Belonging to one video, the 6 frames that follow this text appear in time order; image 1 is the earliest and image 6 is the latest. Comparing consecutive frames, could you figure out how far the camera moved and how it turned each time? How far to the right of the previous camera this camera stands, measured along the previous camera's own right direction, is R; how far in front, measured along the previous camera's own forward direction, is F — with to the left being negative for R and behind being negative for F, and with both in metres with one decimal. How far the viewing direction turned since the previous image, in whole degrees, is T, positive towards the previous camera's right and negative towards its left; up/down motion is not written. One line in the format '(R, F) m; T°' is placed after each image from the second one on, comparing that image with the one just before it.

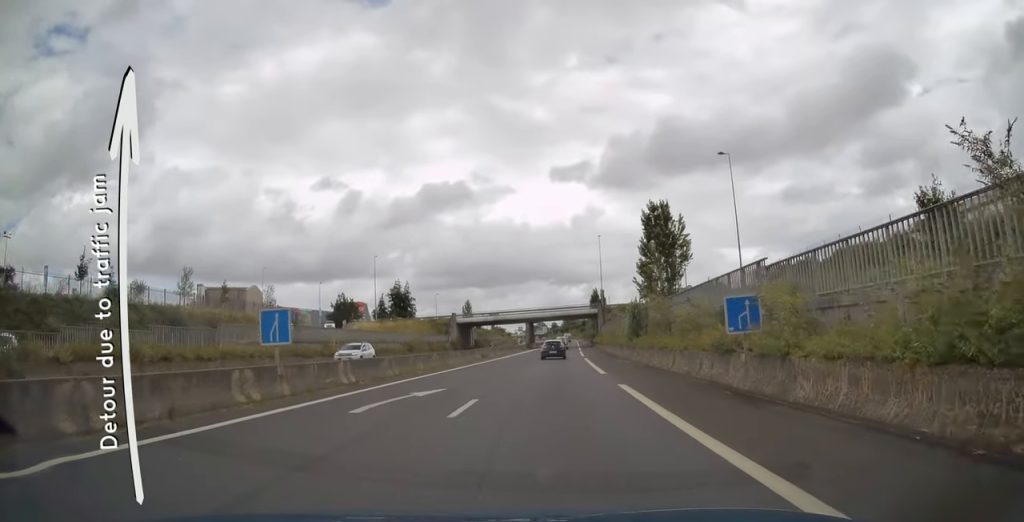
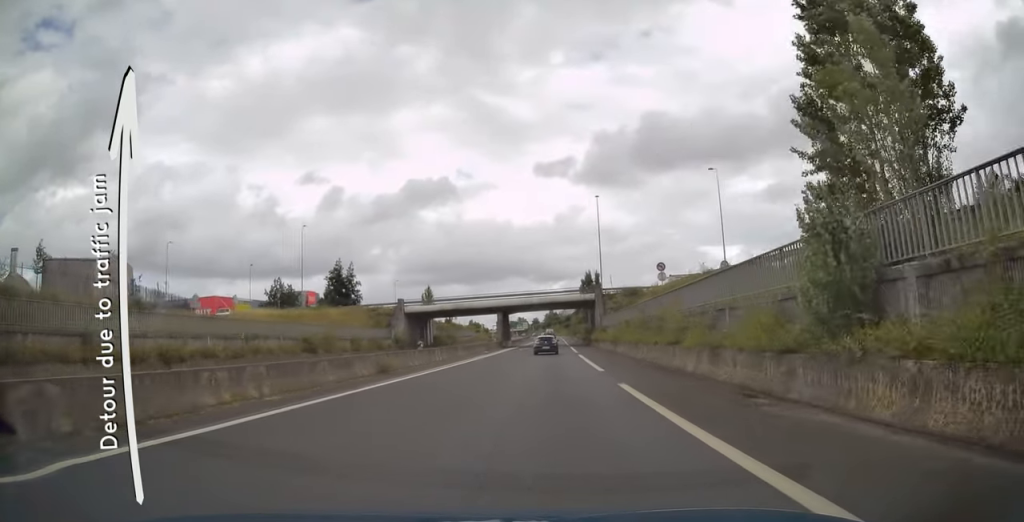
(+0.6, +27.2) m; +1°
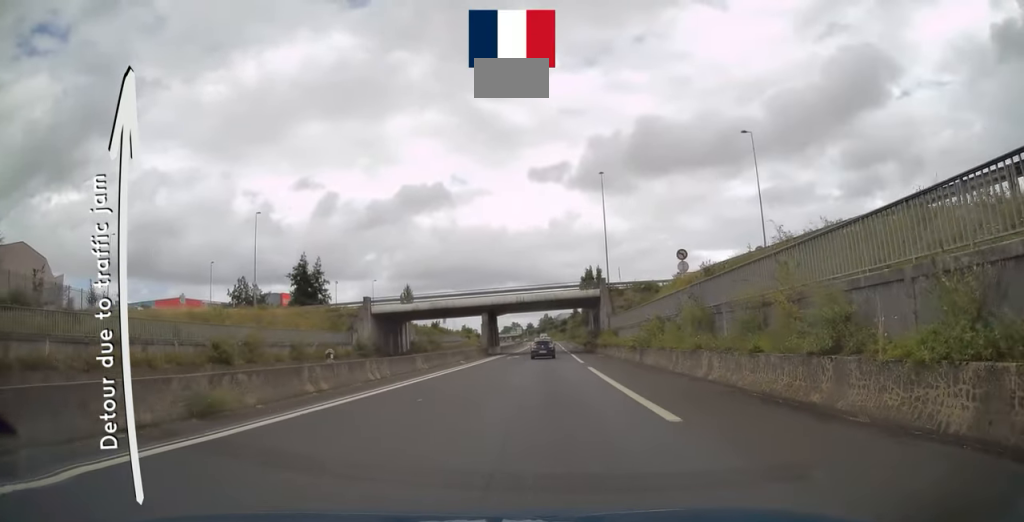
(0.0, +13.2) m; 0°
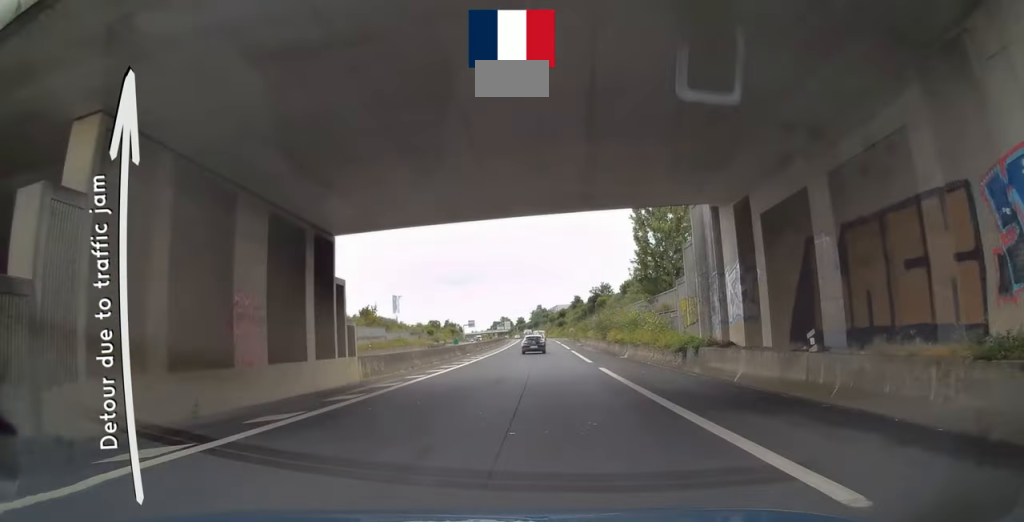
(+0.5, +58.2) m; +1°
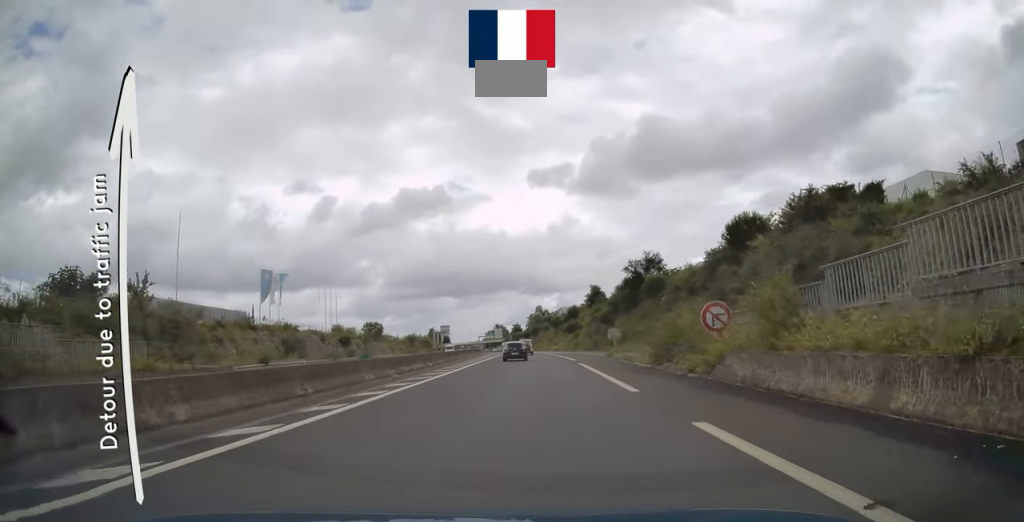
(-0.2, +66.6) m; 0°
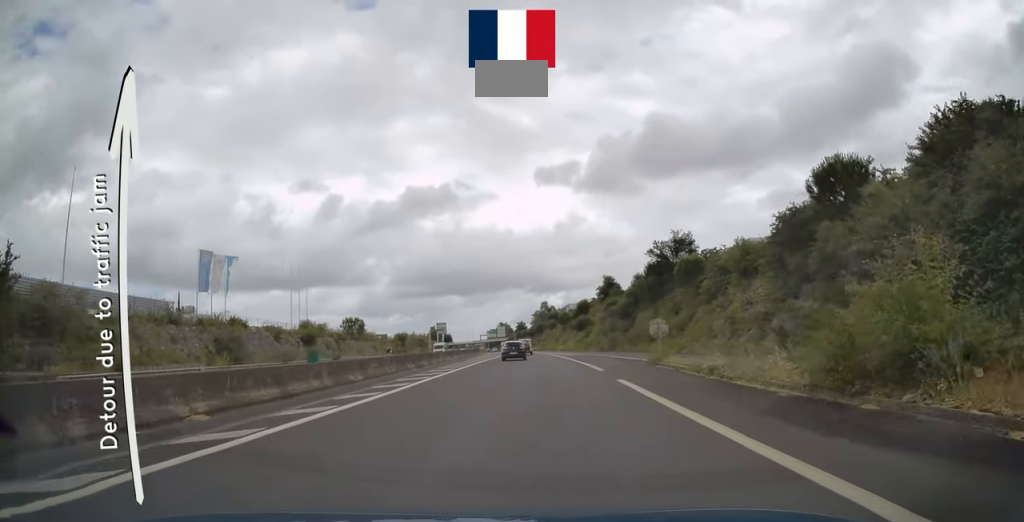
(+0.1, +15.8) m; 0°
